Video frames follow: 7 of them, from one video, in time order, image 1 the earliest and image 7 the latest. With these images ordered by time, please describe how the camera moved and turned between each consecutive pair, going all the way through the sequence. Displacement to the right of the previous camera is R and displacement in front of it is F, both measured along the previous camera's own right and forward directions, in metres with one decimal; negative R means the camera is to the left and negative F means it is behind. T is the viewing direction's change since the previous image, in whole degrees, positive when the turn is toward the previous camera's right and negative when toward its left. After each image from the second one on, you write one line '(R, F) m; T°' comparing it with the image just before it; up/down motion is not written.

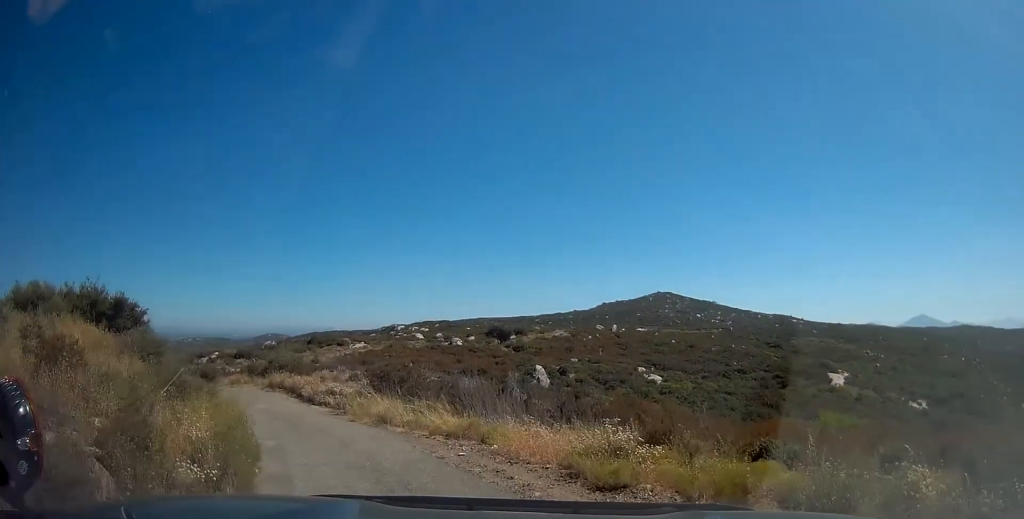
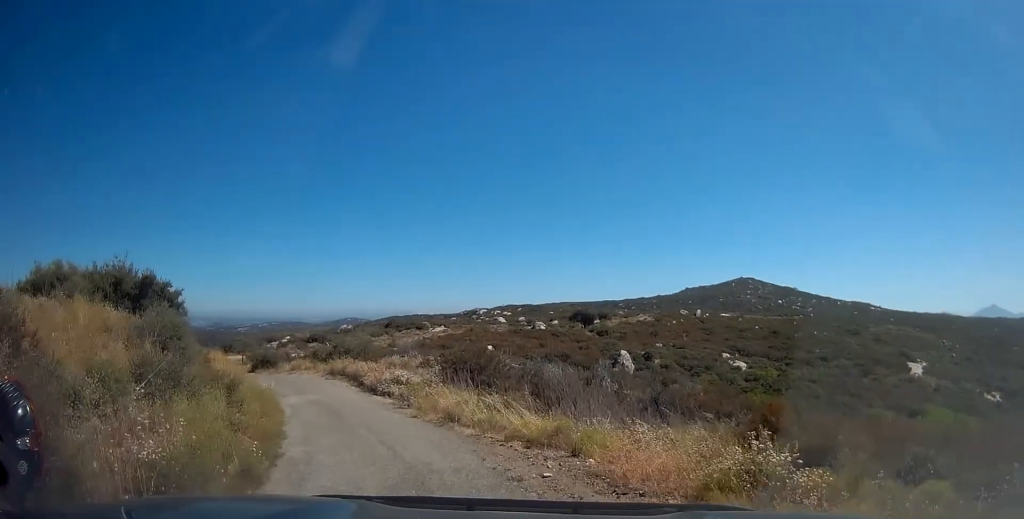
(-0.1, +3.1) m; -9°
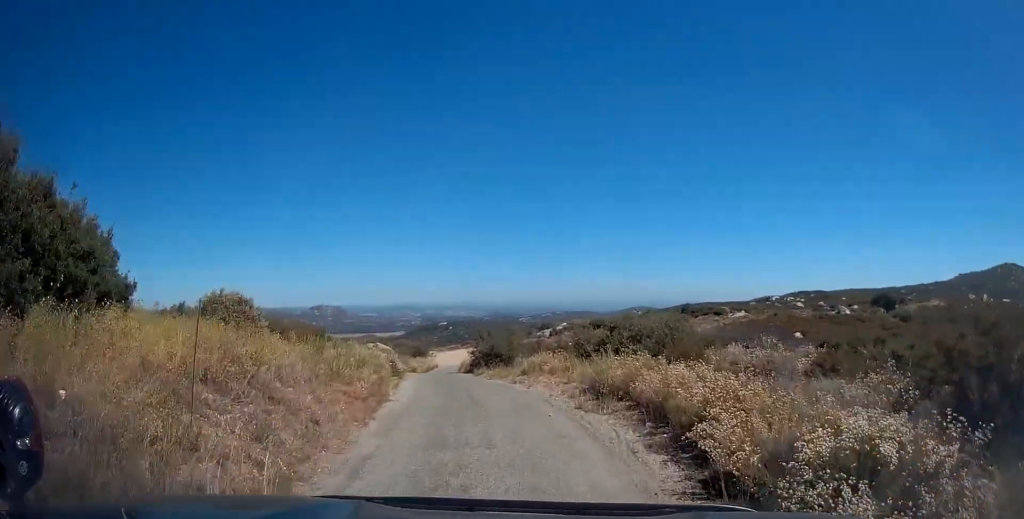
(-6.4, +16.3) m; -33°
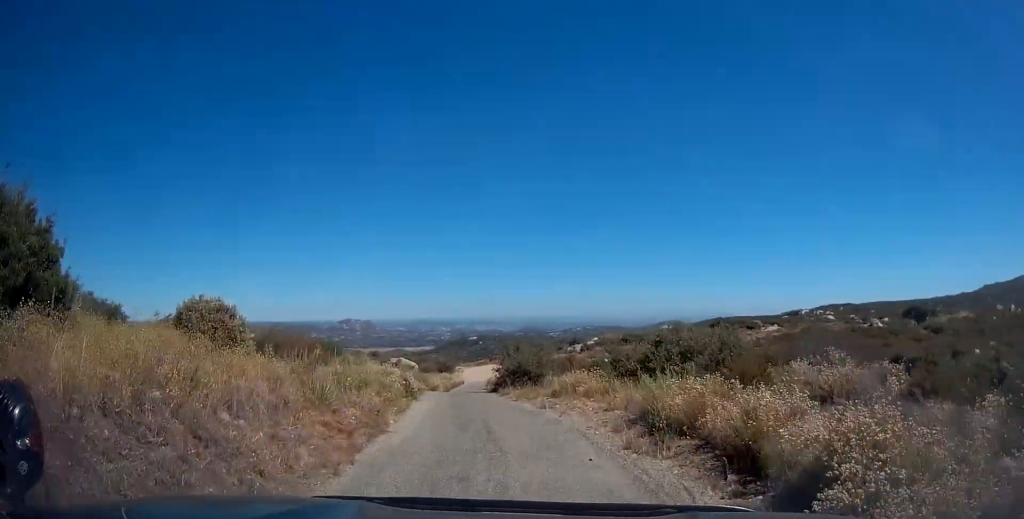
(-0.1, +2.5) m; -2°
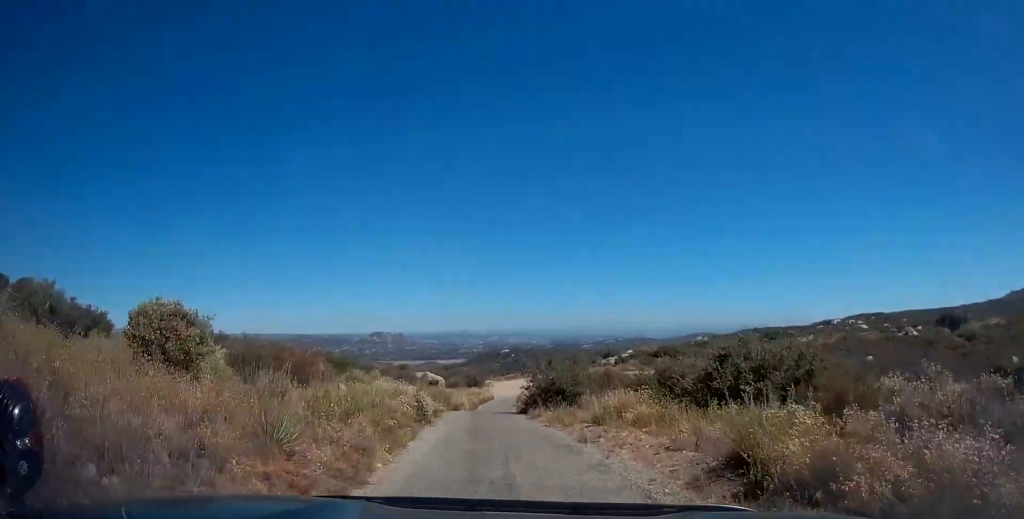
(0.0, +3.0) m; -1°
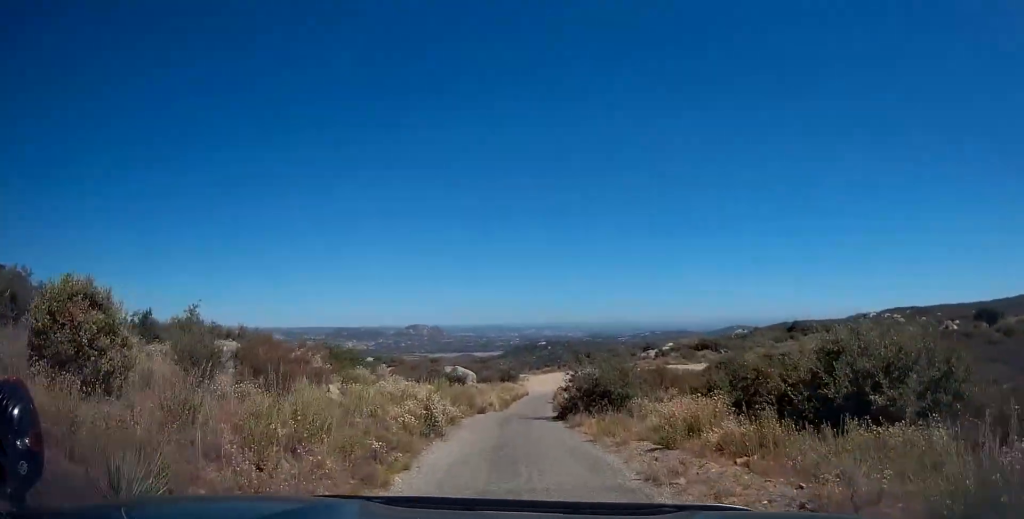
(0.0, +3.6) m; -1°
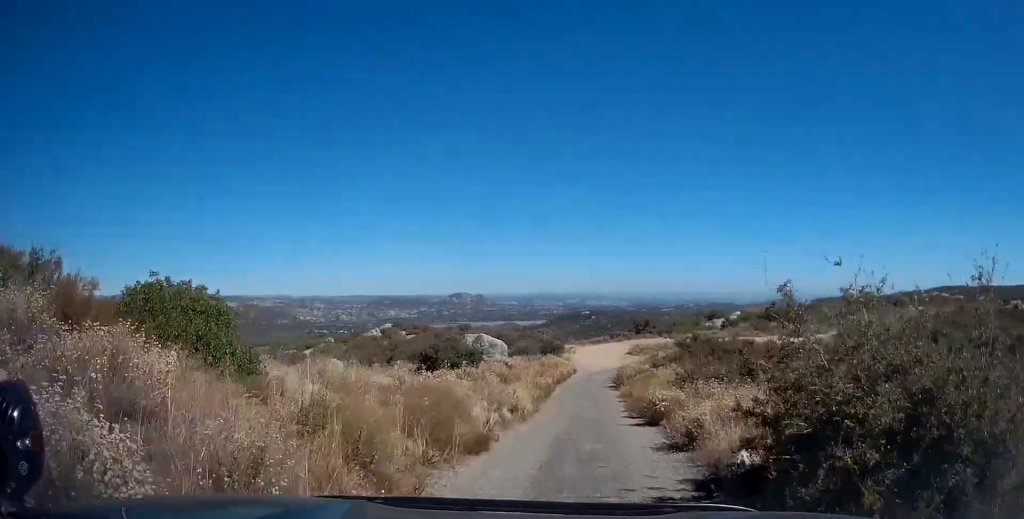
(-0.9, +11.9) m; -8°
